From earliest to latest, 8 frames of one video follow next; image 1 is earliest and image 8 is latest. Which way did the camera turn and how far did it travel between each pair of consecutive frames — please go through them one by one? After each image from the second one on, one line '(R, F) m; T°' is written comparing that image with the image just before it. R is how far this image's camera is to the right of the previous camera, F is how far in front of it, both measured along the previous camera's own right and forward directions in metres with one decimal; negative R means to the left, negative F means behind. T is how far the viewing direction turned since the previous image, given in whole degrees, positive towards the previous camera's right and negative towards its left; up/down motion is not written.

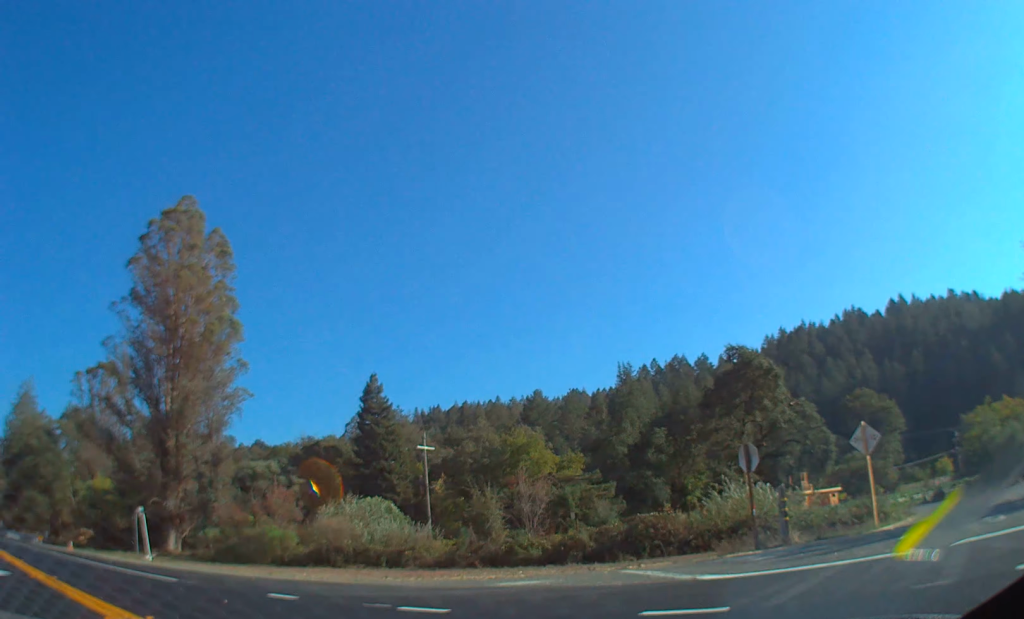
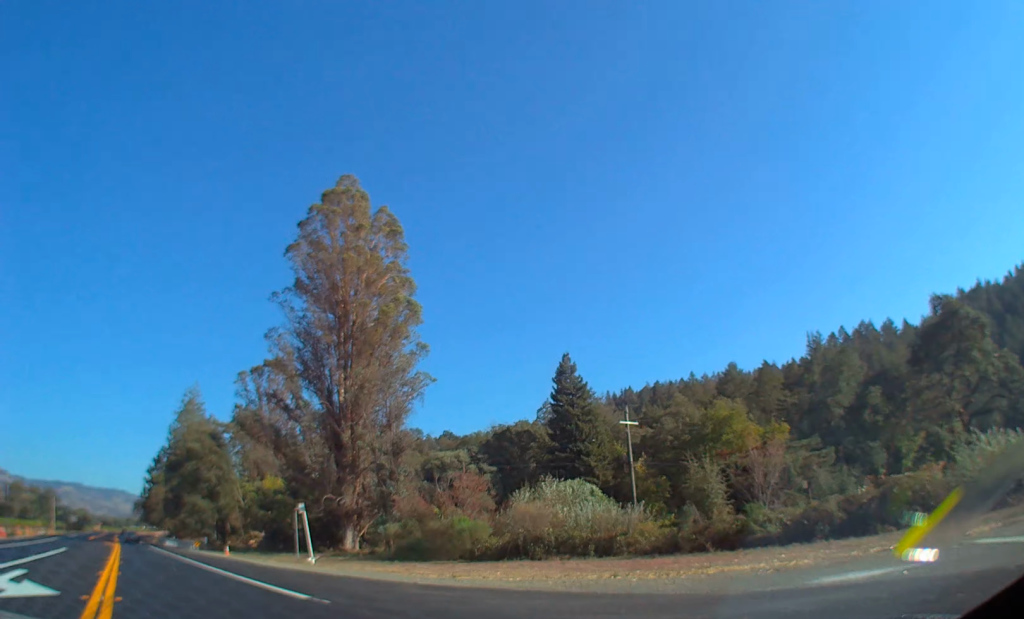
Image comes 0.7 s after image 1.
(-0.2, +4.3) m; -5°
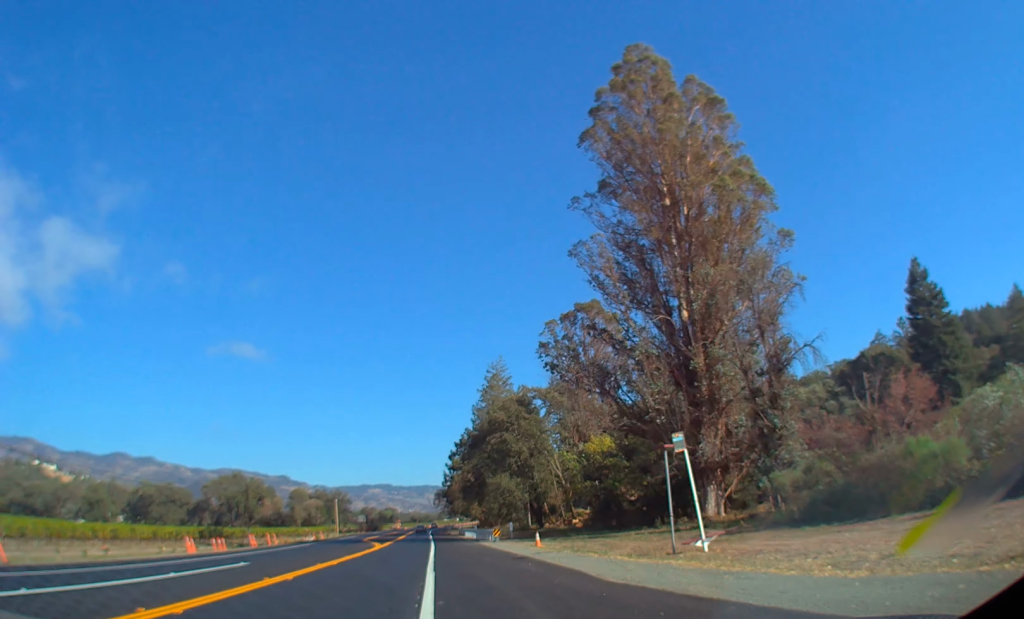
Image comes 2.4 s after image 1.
(-1.3, +12.0) m; -20°
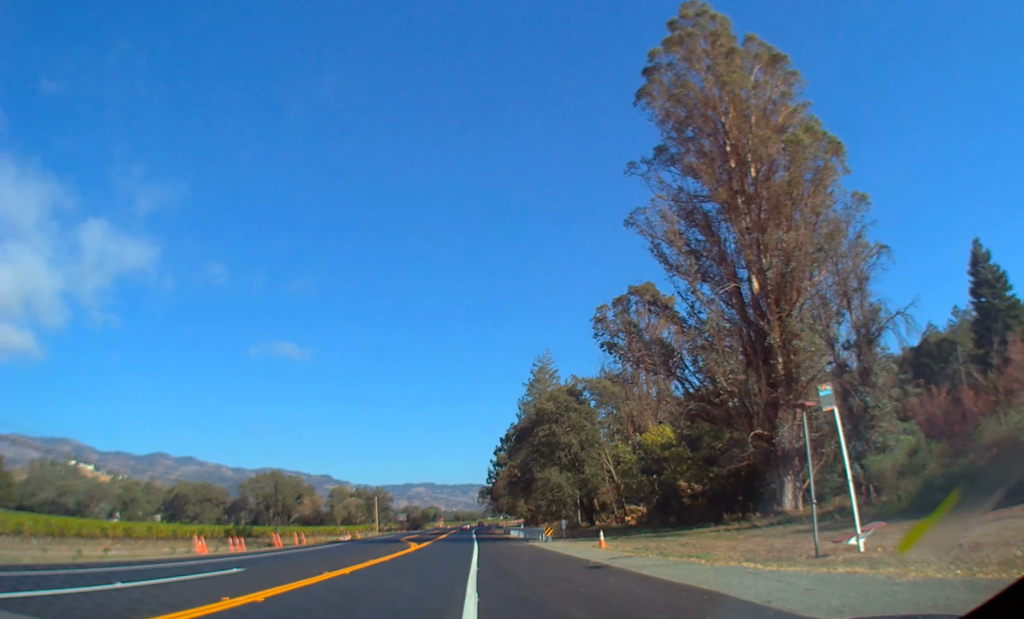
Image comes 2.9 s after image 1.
(-0.4, +3.4) m; -7°
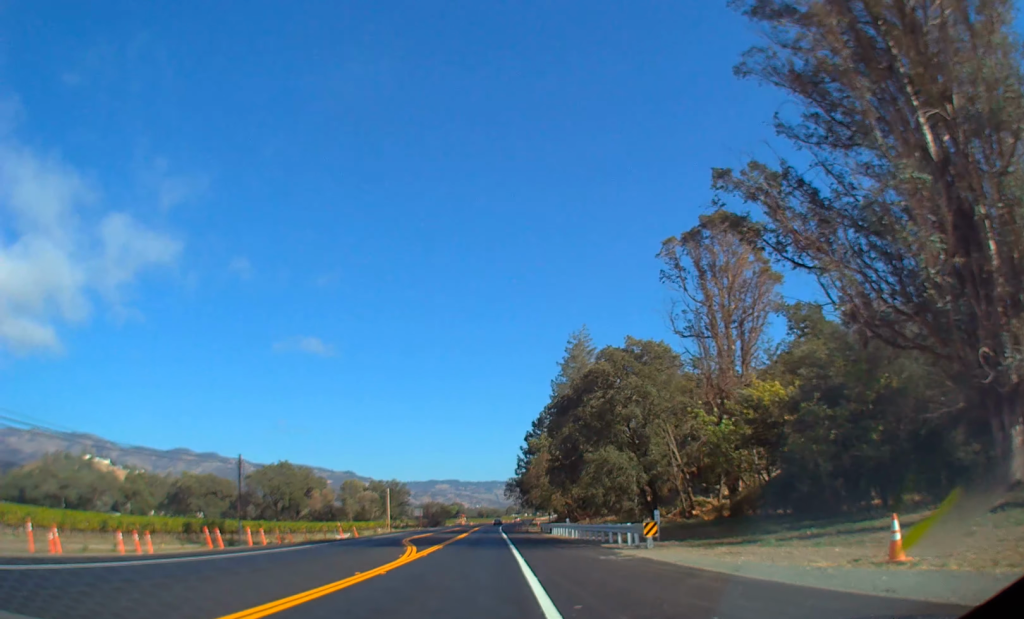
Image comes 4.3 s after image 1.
(-1.8, +11.7) m; -16°
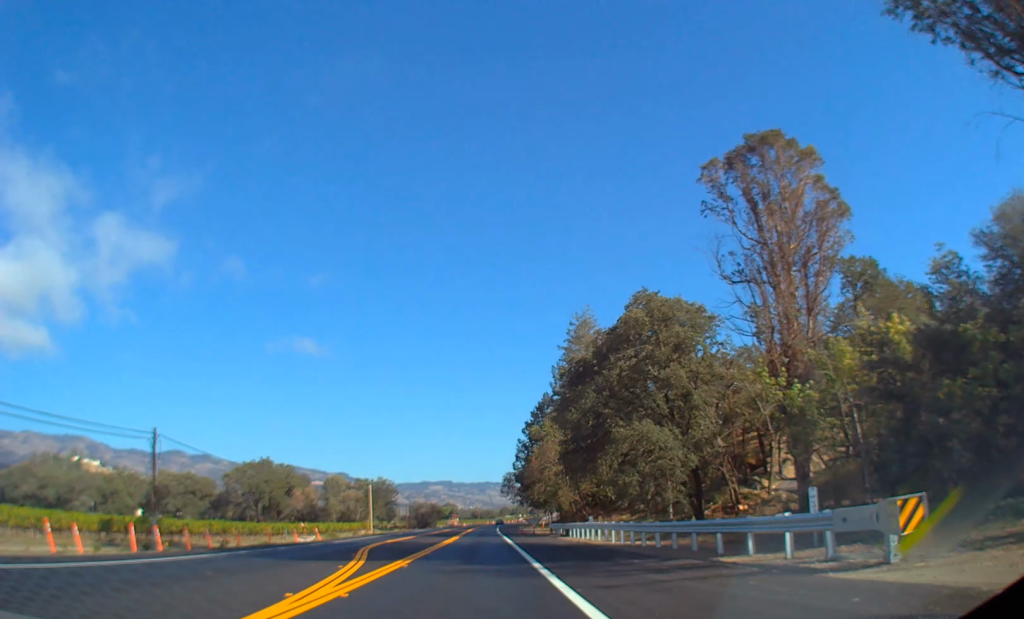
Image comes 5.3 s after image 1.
(-0.6, +10.4) m; -7°
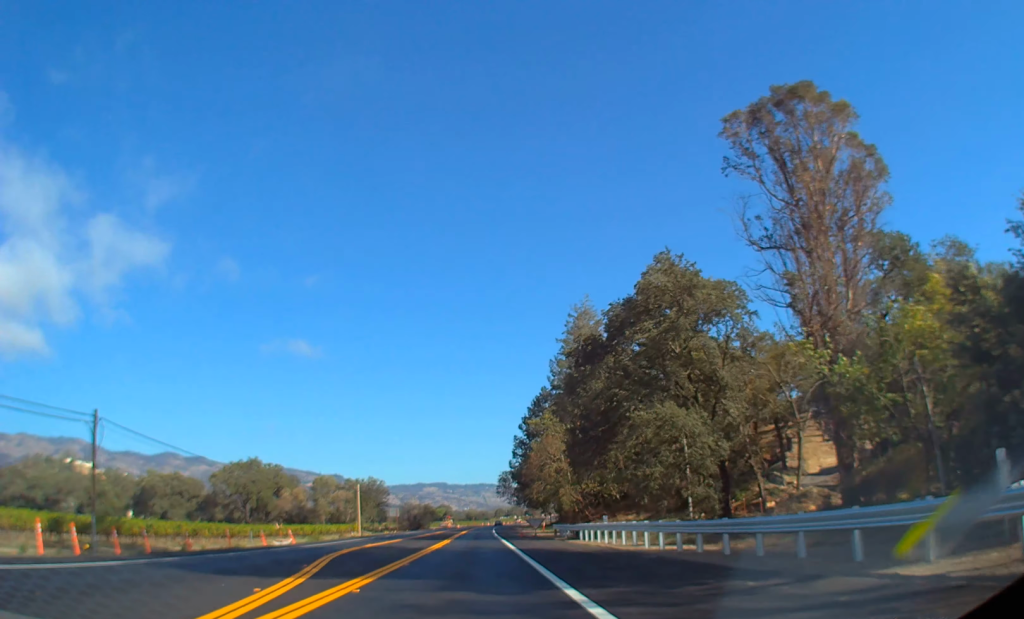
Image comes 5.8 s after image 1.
(-0.2, +5.3) m; -5°
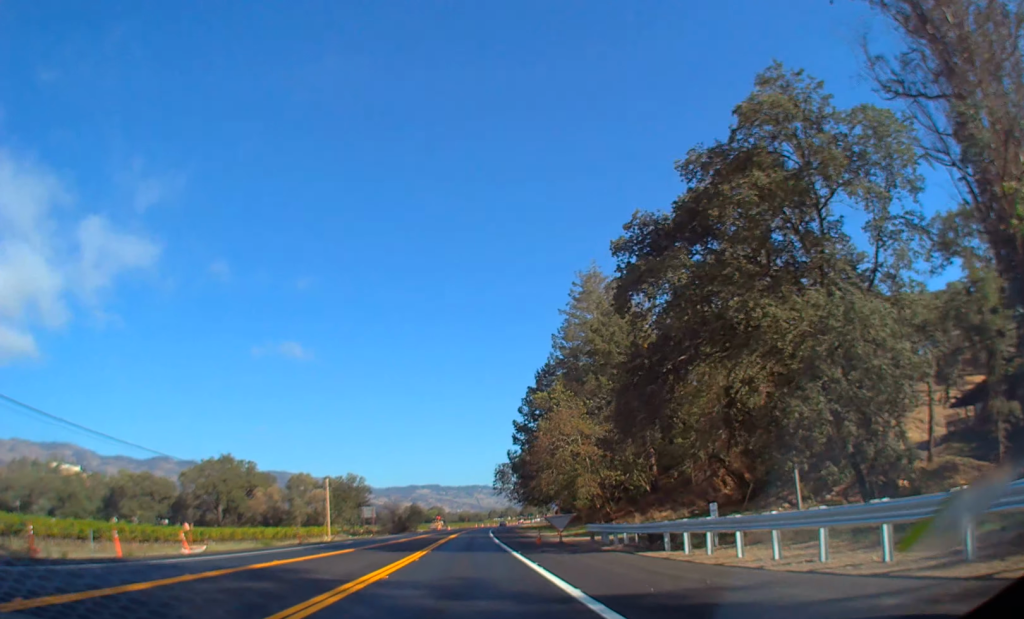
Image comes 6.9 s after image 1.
(-1.6, +15.0) m; -11°
